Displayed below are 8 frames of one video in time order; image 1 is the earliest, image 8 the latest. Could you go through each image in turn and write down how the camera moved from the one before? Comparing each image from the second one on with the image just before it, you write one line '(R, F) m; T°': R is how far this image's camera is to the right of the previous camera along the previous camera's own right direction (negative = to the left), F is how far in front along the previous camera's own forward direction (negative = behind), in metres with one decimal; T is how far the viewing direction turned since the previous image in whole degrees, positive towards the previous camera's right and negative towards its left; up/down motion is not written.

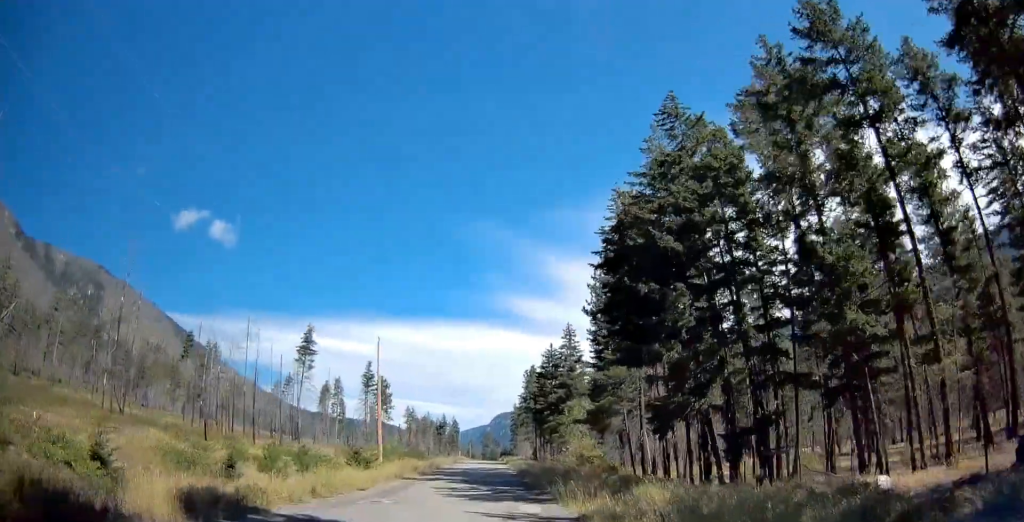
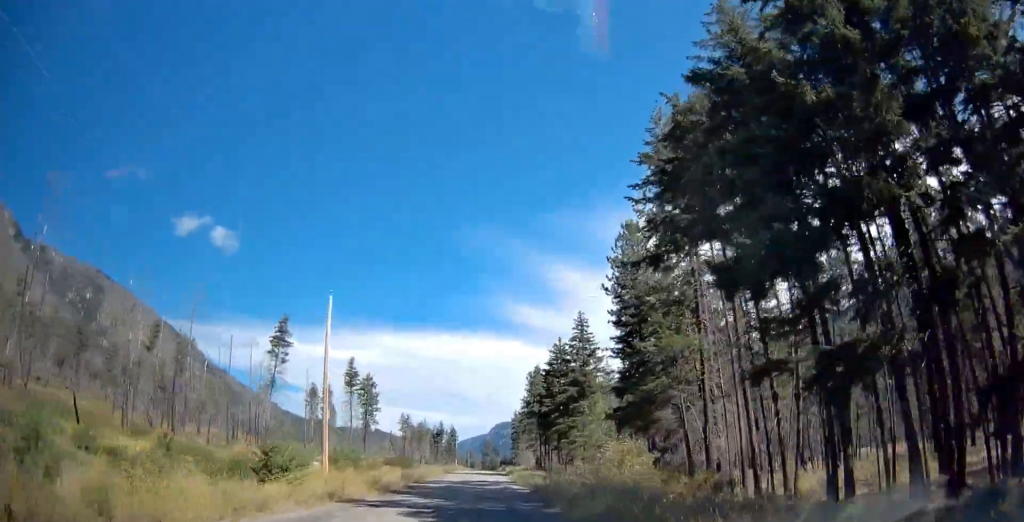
(+0.6, +14.3) m; +1°
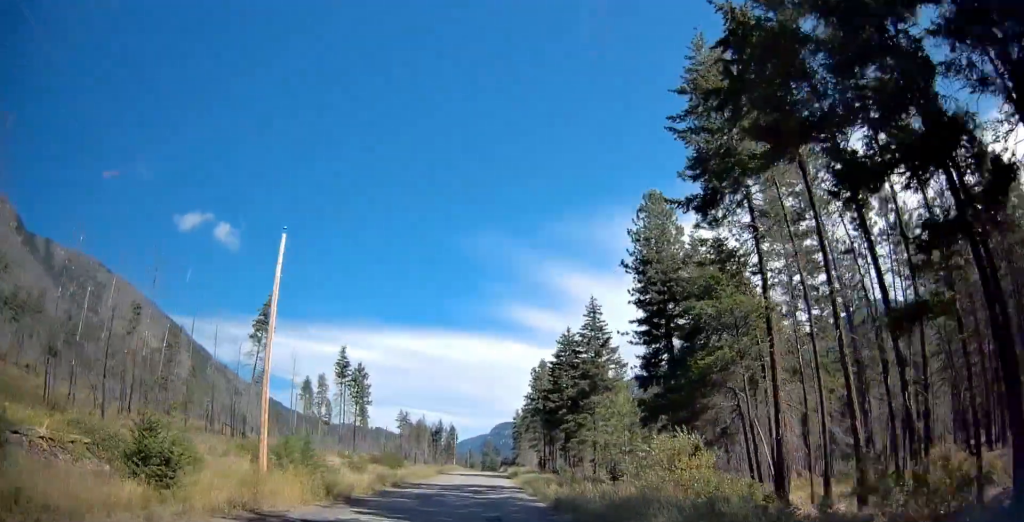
(-0.2, +8.2) m; -2°
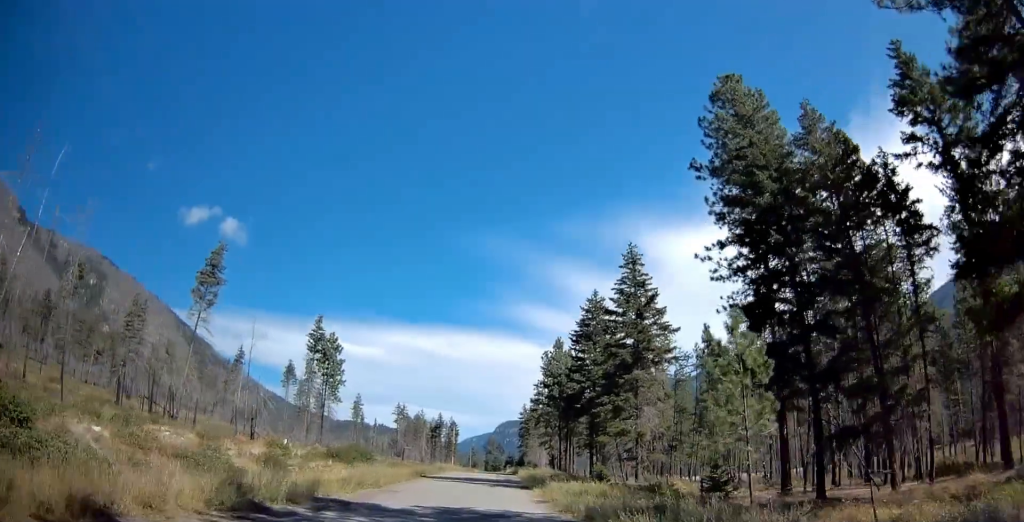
(-0.3, +20.0) m; +1°
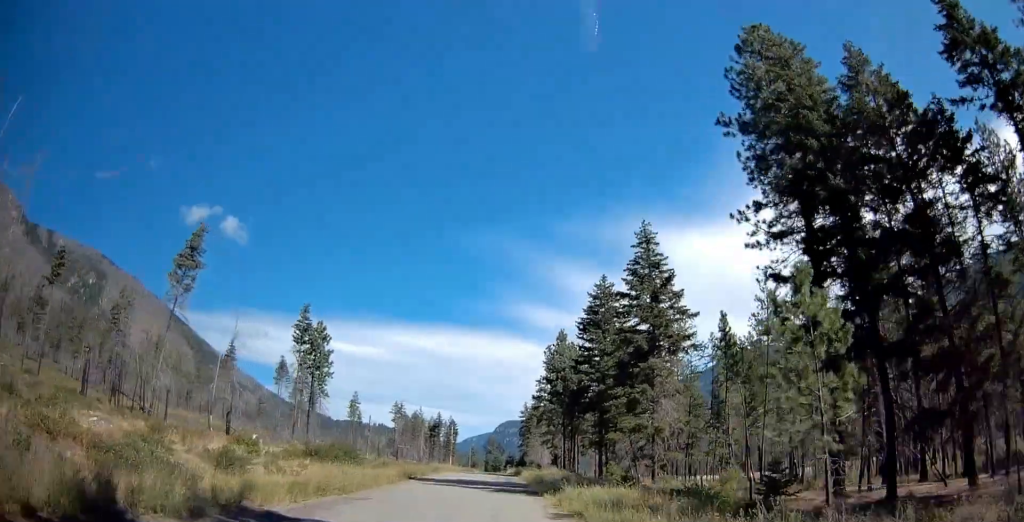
(+0.3, +5.7) m; 0°
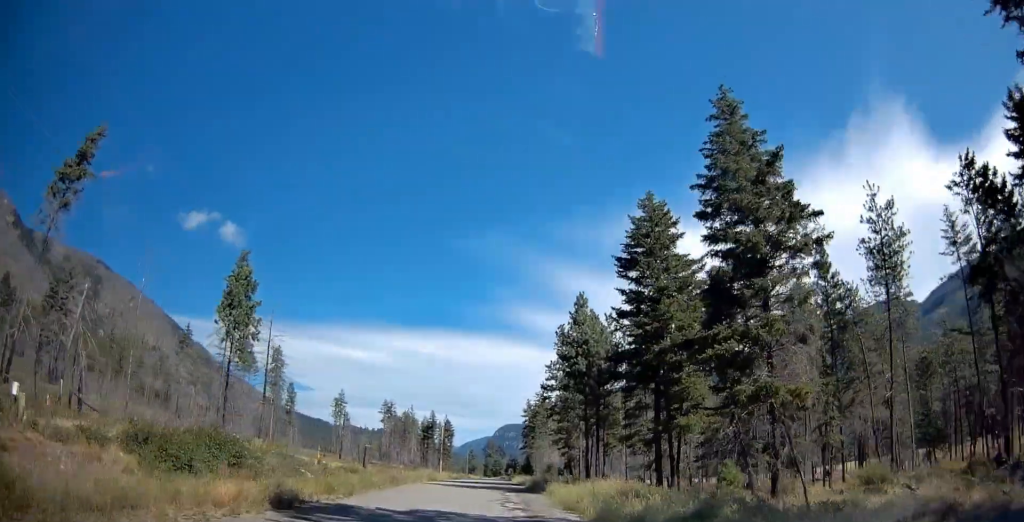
(-0.1, +22.3) m; 0°
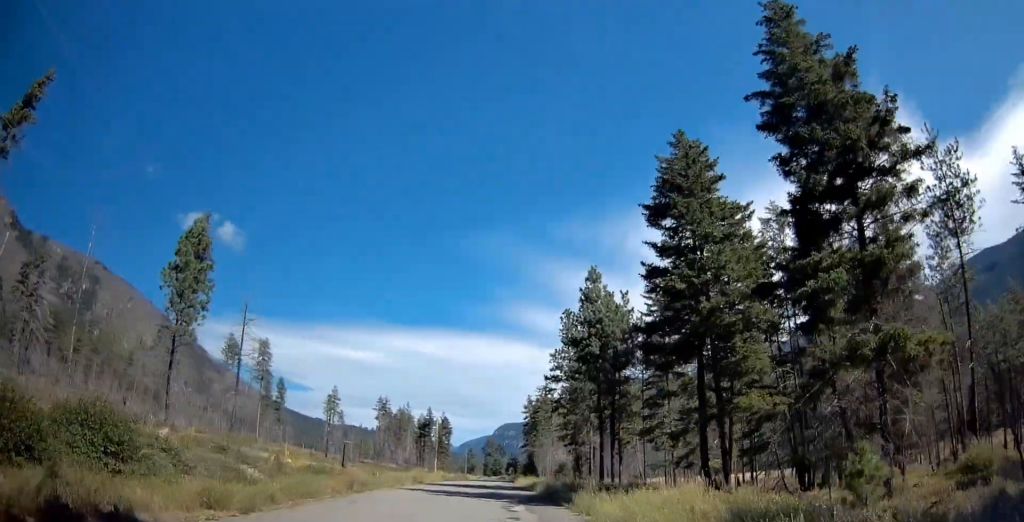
(+0.2, +9.2) m; -1°
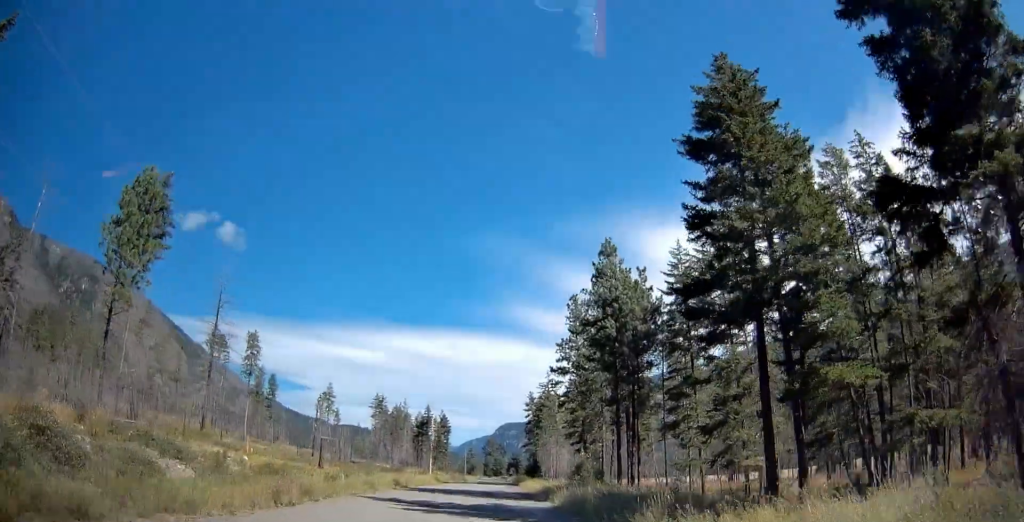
(-0.2, +7.9) m; -2°
